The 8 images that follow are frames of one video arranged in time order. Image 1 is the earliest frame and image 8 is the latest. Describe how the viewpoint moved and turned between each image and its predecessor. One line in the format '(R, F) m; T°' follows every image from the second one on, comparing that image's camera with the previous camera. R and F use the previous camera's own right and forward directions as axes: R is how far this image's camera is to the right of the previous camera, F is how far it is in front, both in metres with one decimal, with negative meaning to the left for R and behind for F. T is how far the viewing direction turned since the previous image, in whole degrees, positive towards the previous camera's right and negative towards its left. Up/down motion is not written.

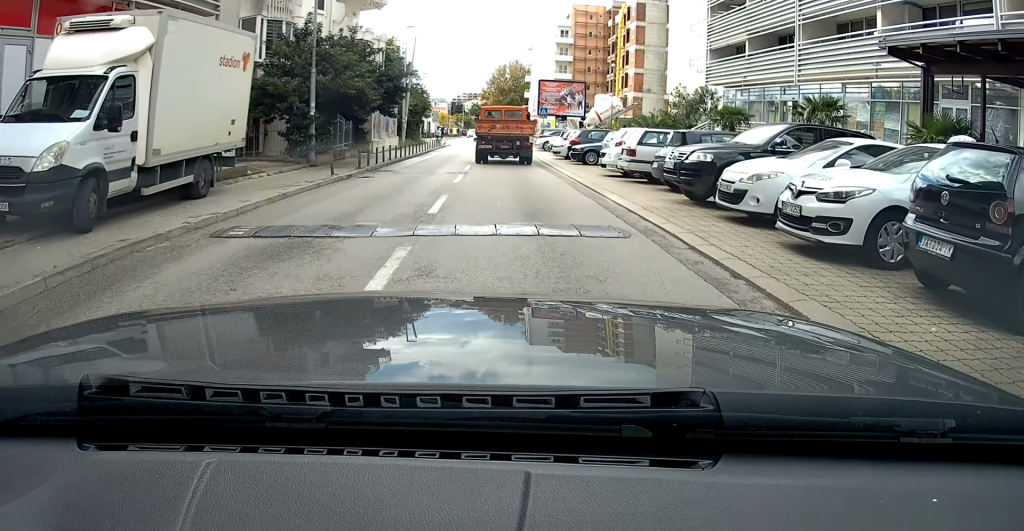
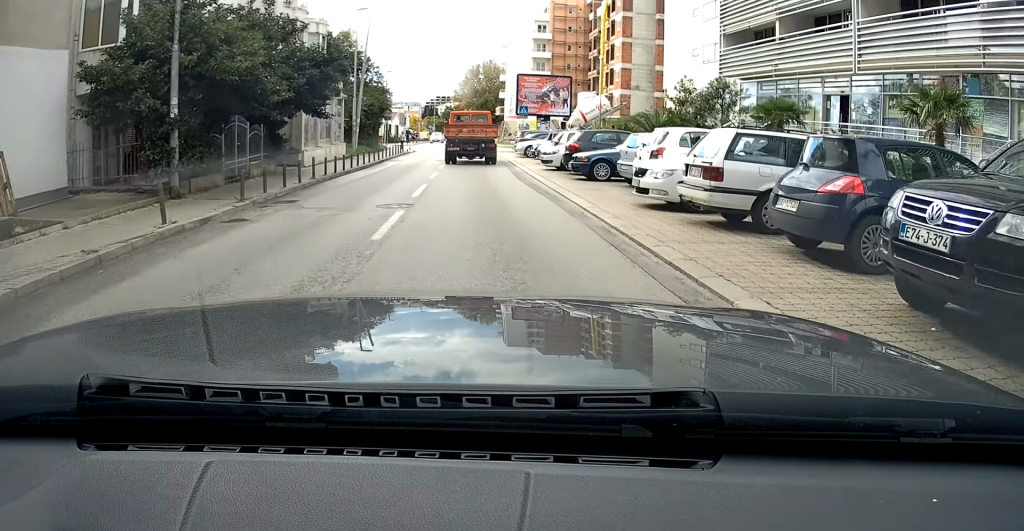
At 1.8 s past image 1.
(+0.9, +8.0) m; +8°
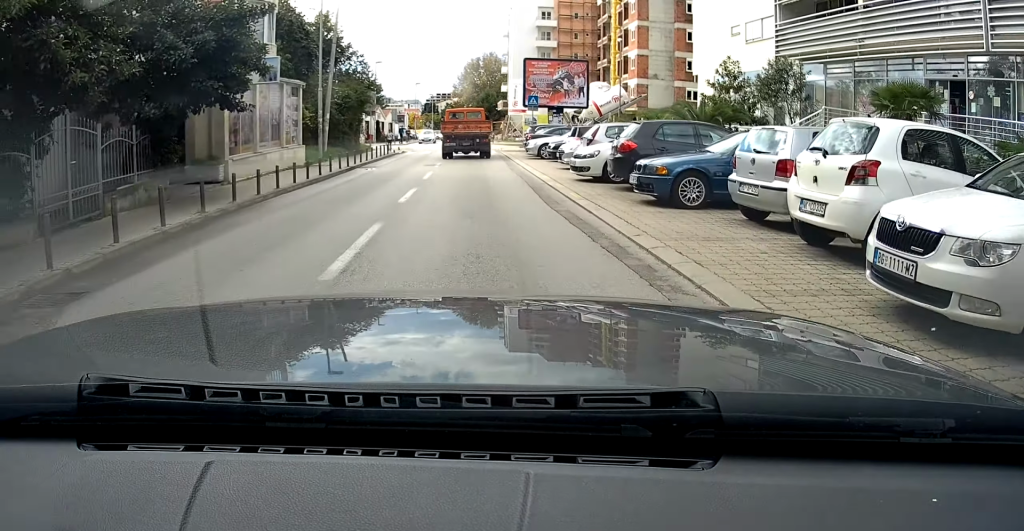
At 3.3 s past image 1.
(+0.3, +7.7) m; +1°
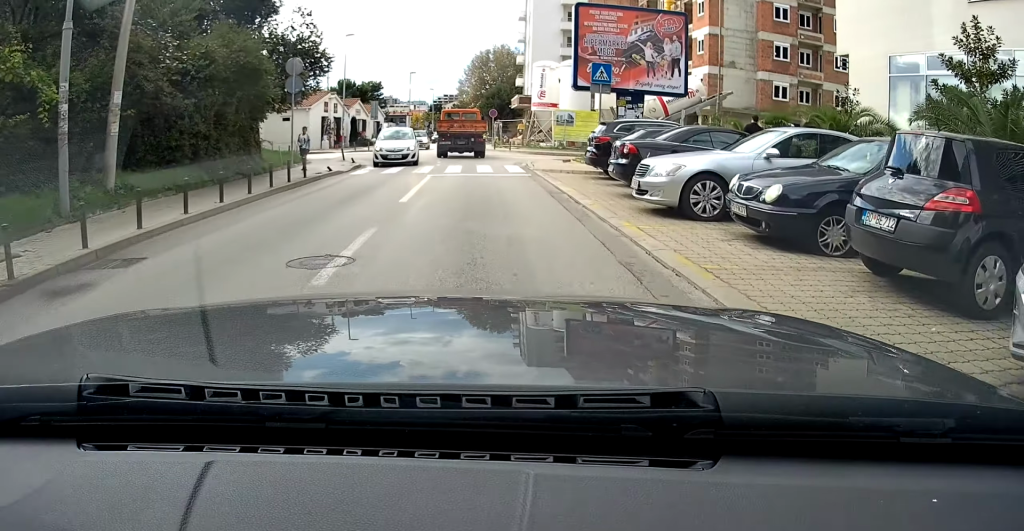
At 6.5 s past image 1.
(+0.2, +17.0) m; +1°
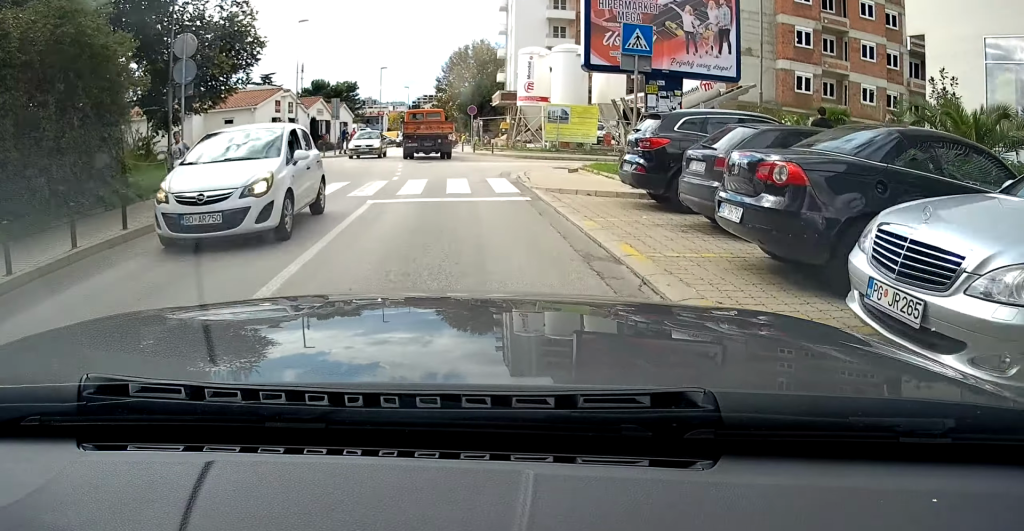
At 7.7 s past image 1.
(+0.1, +6.4) m; -1°
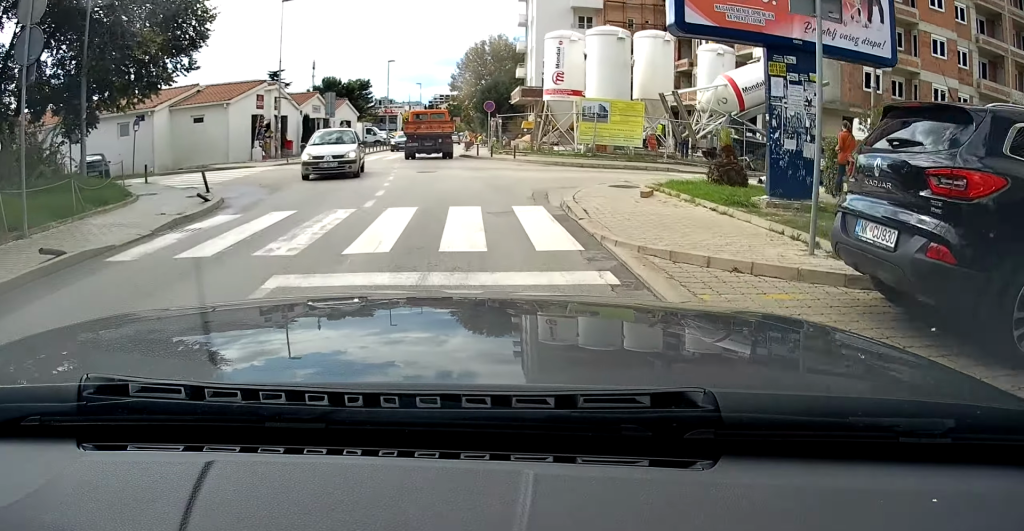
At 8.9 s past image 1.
(-0.1, +6.0) m; -2°
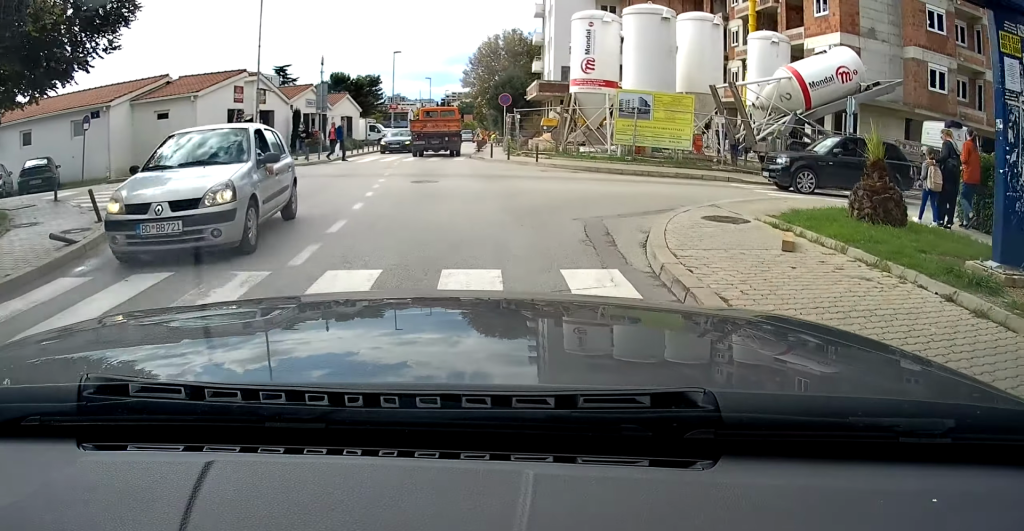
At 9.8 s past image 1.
(-0.1, +4.1) m; -2°
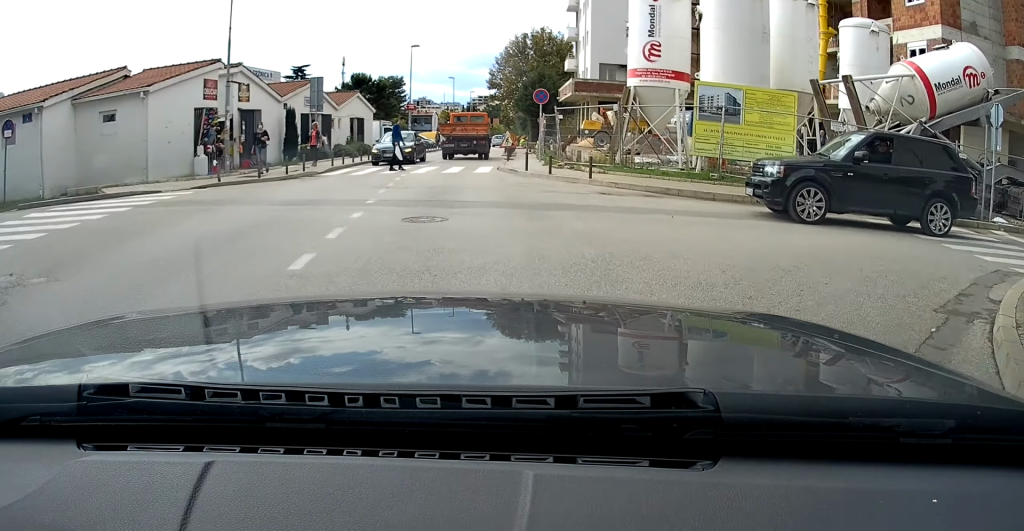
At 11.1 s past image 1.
(-0.1, +5.0) m; -2°
